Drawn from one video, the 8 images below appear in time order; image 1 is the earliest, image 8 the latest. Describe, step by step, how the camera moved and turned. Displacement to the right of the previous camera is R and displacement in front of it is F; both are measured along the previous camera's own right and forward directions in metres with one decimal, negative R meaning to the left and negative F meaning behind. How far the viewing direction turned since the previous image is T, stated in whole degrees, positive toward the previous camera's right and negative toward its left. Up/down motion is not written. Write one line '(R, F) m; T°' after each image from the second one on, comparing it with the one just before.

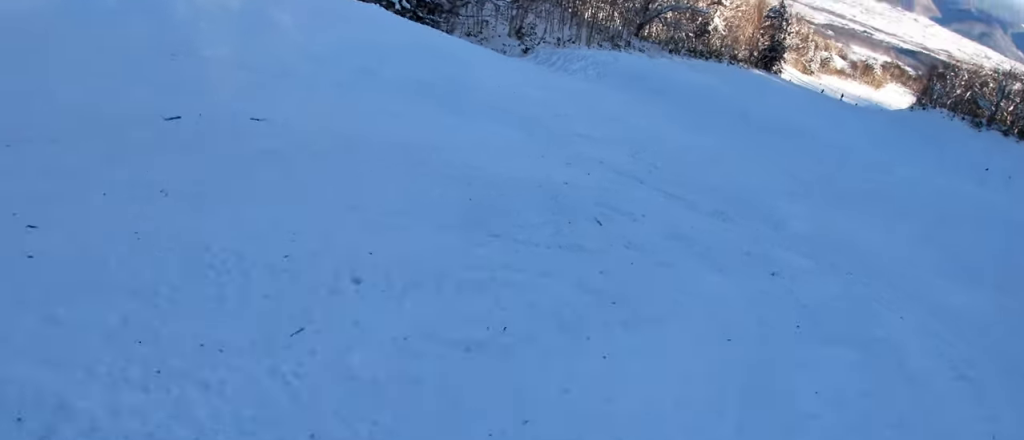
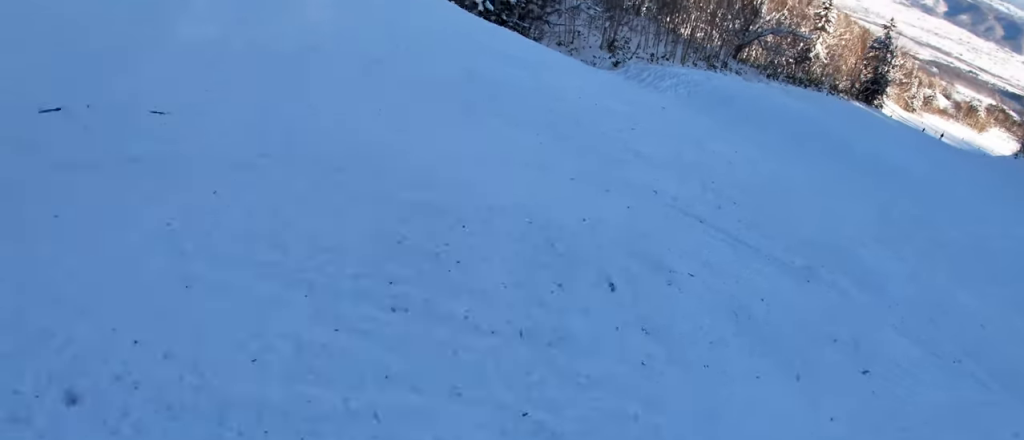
(-0.1, +1.4) m; -7°
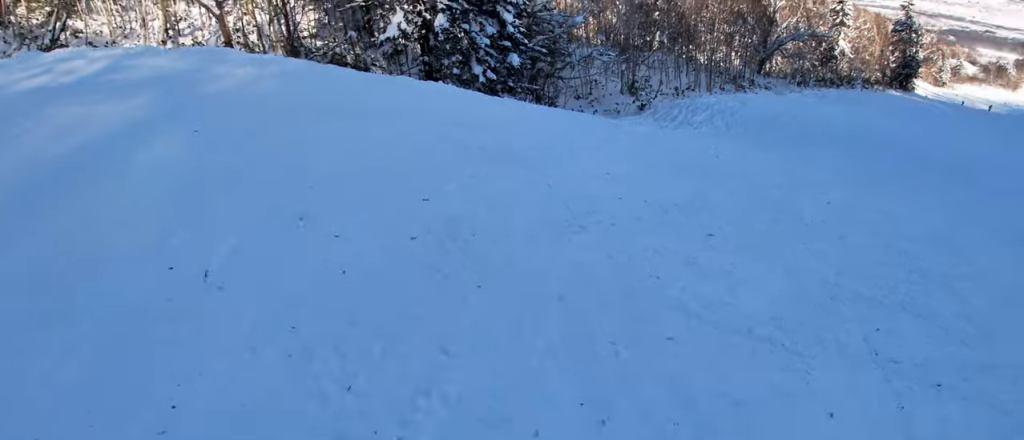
(-0.7, +4.7) m; -8°
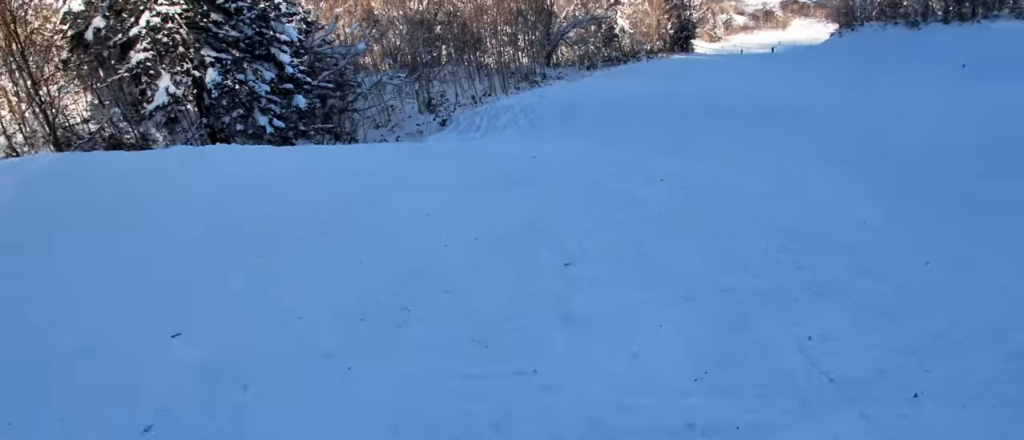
(+0.1, +1.8) m; +7°
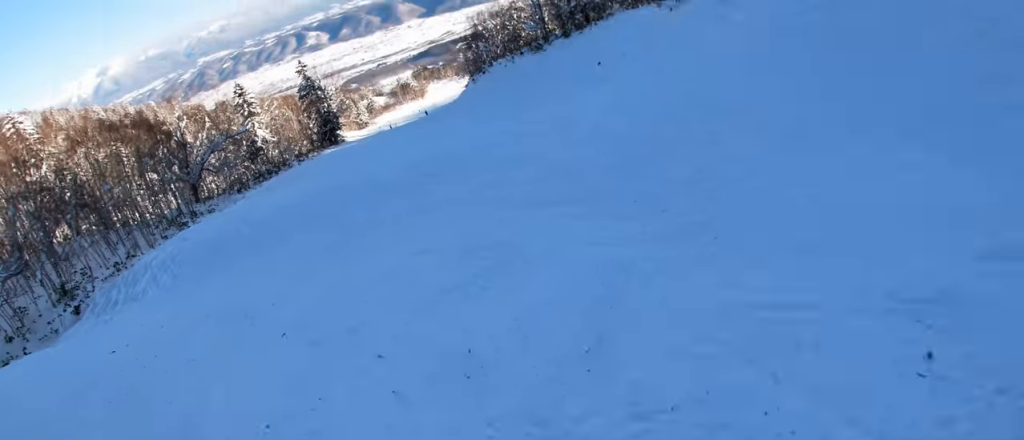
(+0.9, +4.8) m; +23°
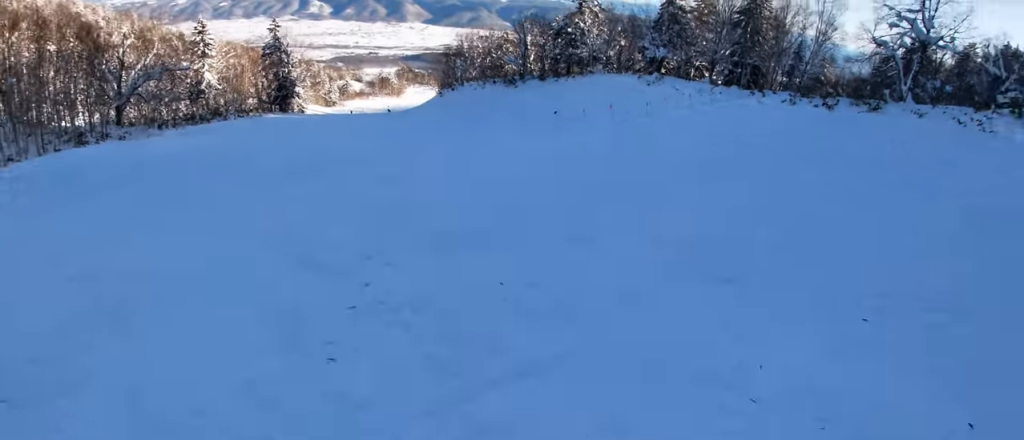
(+0.7, +4.4) m; +5°
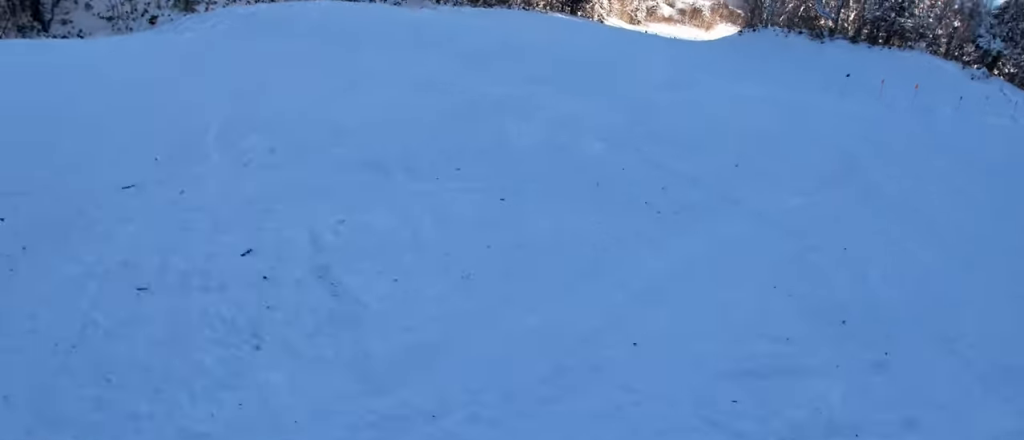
(-0.2, +4.3) m; -23°
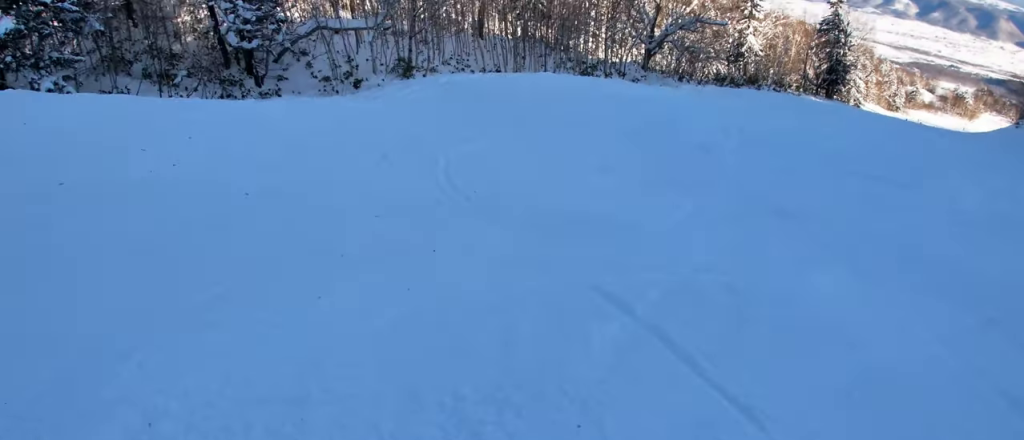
(-2.9, +5.3) m; -30°
